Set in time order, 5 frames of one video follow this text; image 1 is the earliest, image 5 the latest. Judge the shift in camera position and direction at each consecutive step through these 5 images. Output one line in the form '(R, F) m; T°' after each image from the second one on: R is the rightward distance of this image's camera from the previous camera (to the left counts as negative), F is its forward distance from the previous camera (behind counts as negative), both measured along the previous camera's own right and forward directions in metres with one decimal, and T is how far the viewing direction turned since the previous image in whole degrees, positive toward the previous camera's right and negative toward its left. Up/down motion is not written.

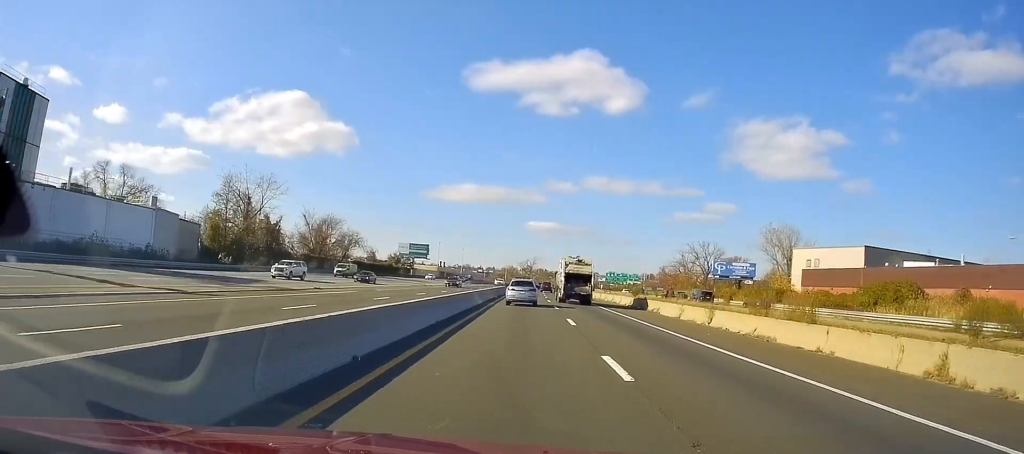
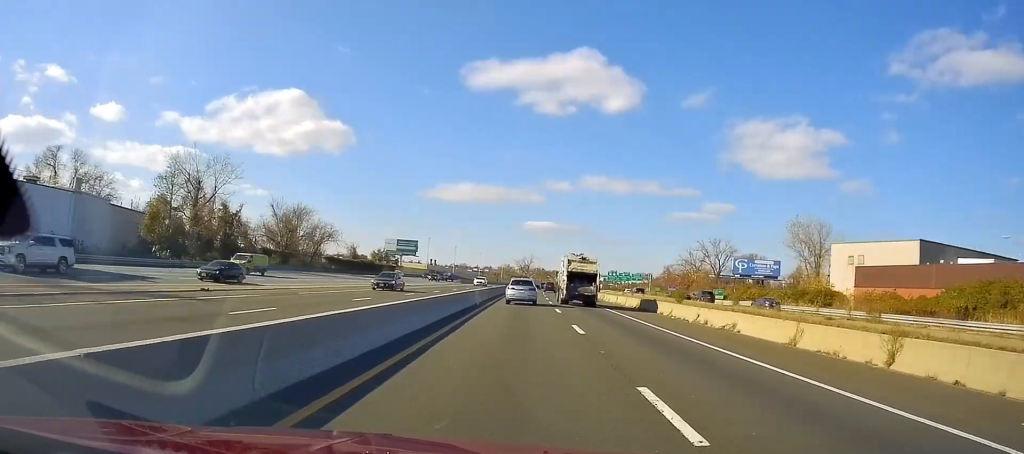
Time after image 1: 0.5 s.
(-0.3, +16.1) m; 0°
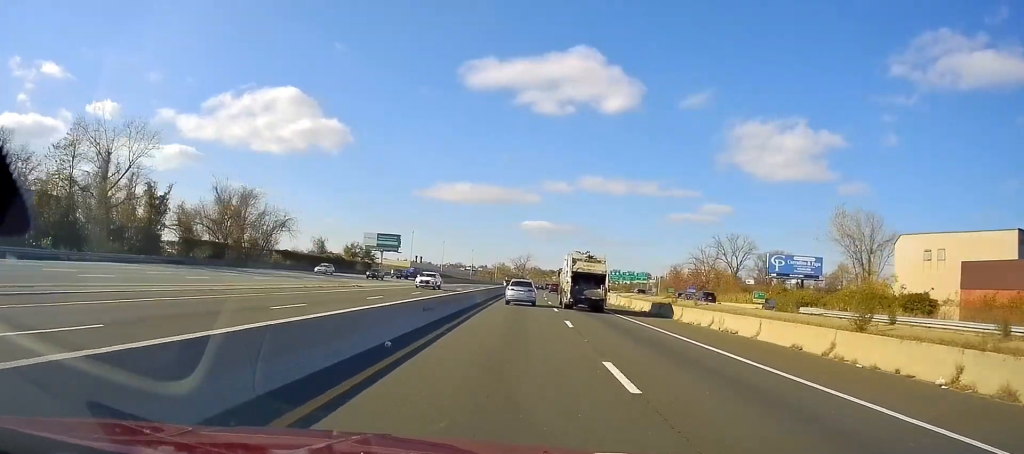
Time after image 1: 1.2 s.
(+0.3, +21.3) m; +1°
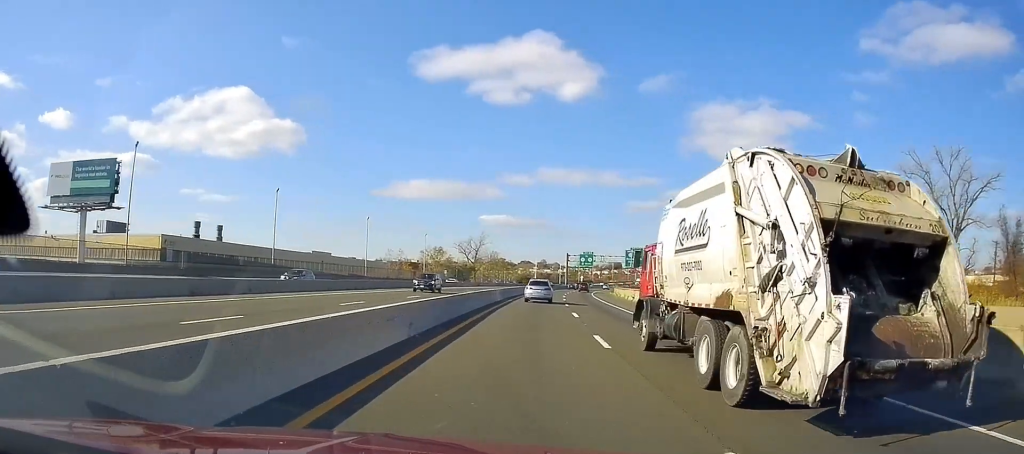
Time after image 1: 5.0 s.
(+3.8, +115.2) m; +4°
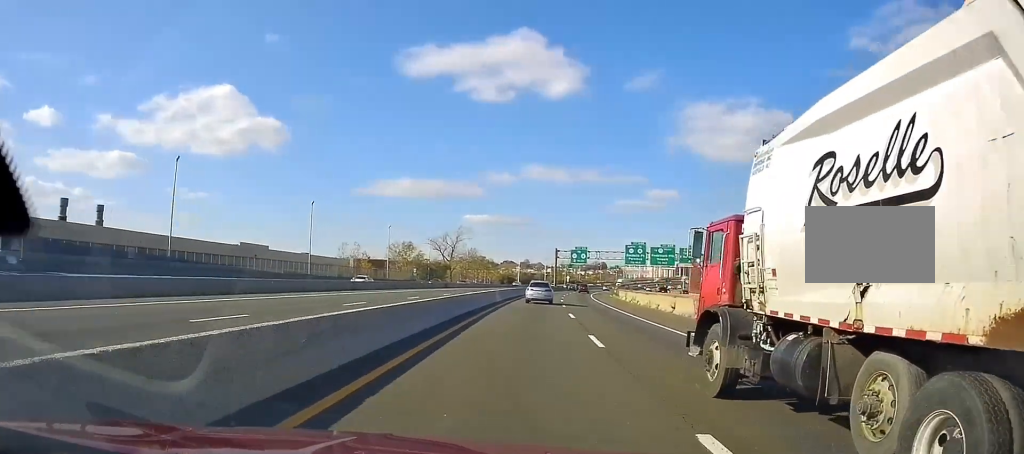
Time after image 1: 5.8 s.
(+0.2, +23.6) m; +1°
